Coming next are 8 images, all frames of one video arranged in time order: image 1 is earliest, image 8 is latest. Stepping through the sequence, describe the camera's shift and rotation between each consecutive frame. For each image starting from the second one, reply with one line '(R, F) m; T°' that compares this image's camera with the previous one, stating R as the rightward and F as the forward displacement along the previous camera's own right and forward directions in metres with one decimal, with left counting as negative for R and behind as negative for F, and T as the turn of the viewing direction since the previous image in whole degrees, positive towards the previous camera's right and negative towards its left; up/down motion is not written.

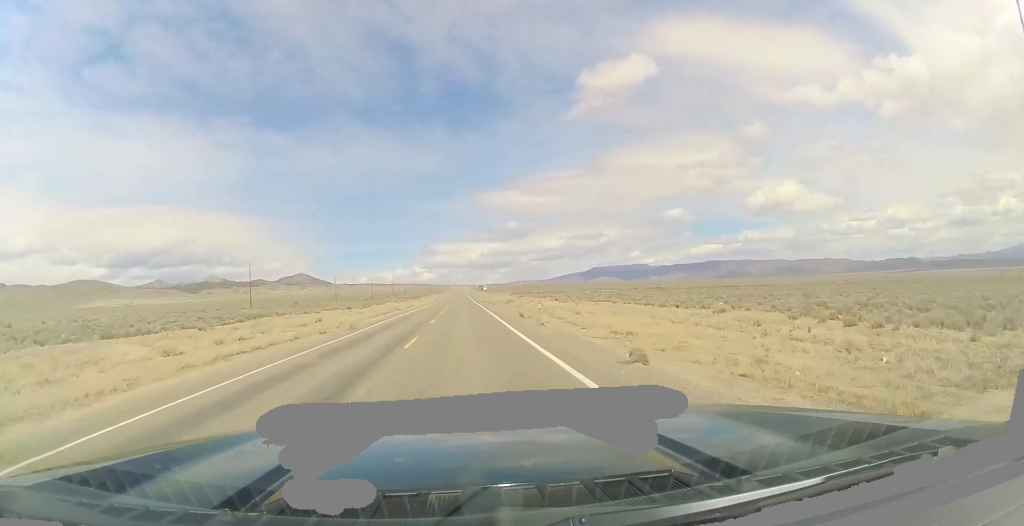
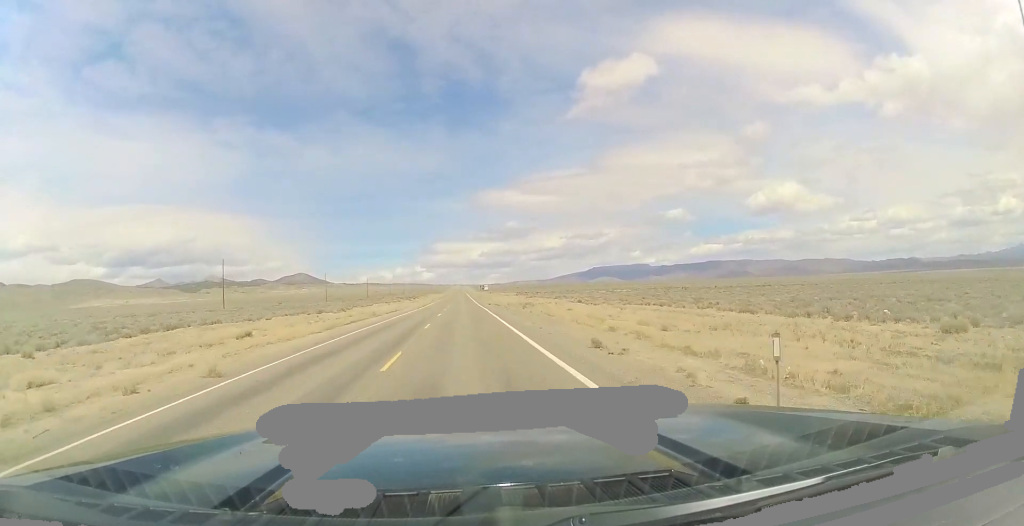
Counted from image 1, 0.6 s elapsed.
(+0.2, +18.7) m; 0°
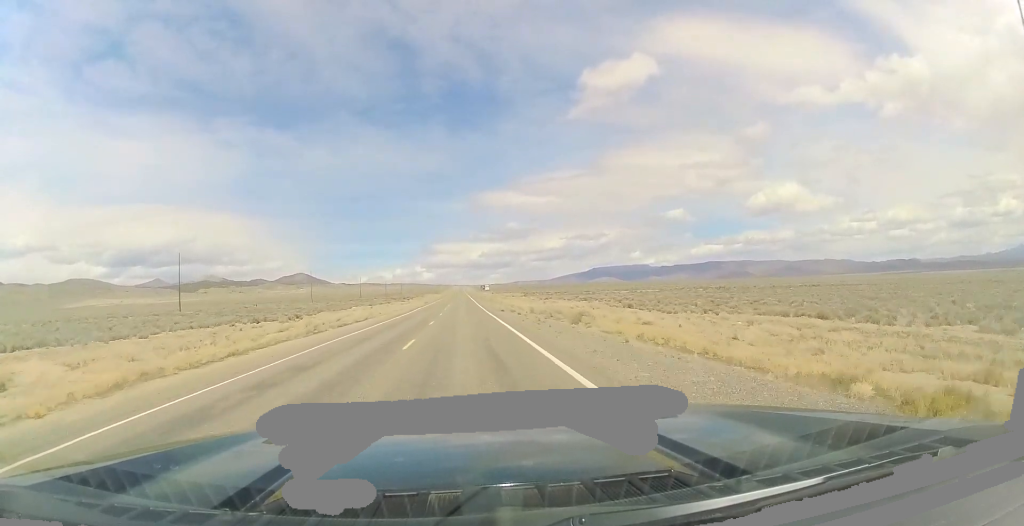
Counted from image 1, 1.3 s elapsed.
(-0.4, +23.0) m; 0°
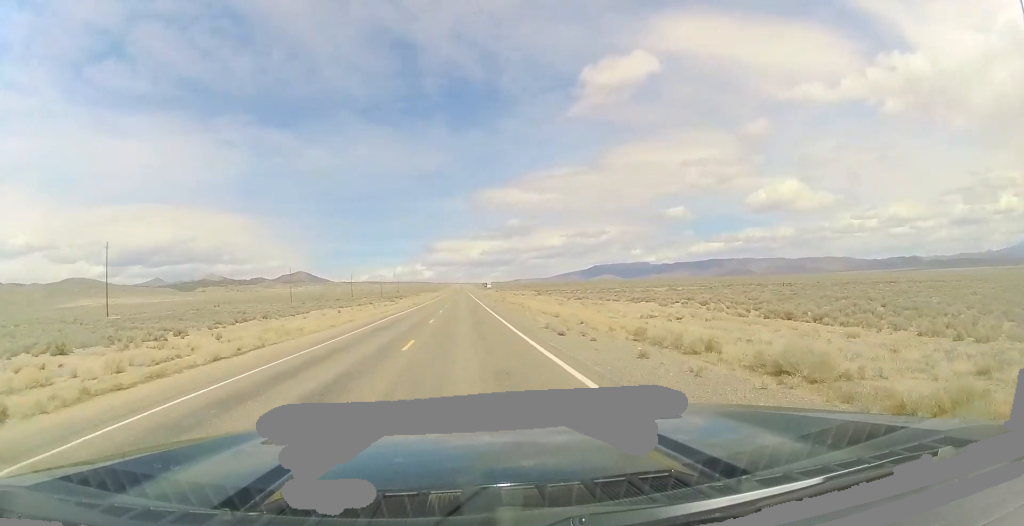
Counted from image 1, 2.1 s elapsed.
(+0.1, +27.4) m; 0°
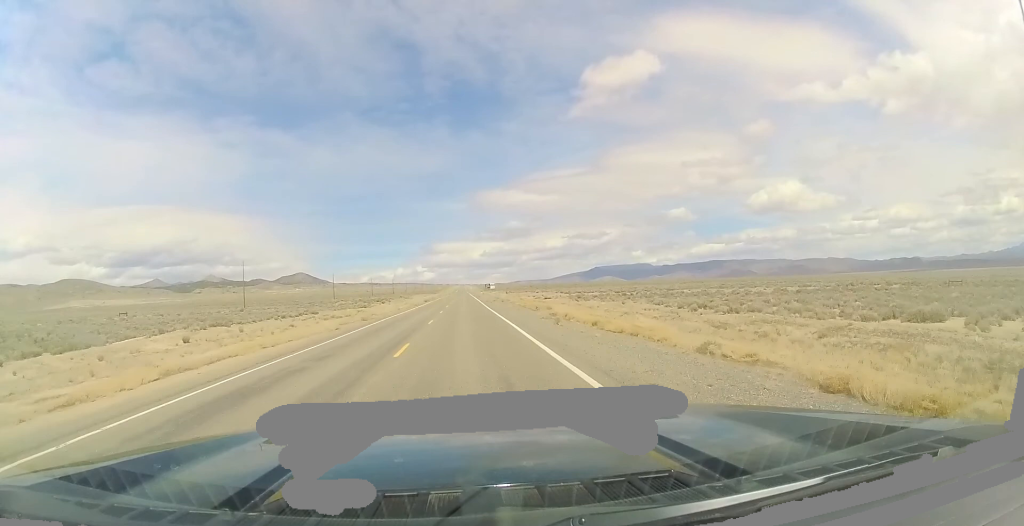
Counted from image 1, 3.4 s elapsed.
(+0.2, +42.7) m; 0°
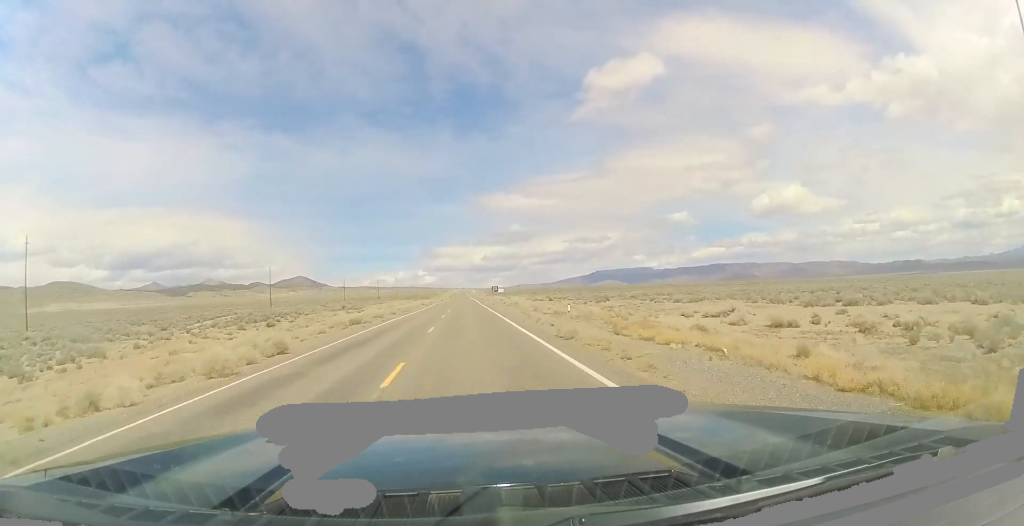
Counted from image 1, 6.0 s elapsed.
(-0.9, +85.8) m; -1°
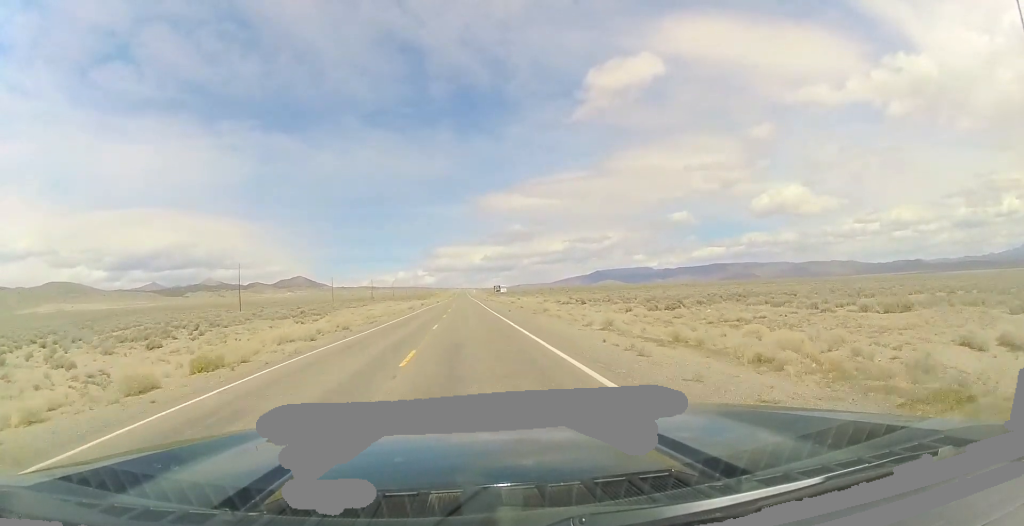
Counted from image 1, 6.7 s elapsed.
(0.0, +24.2) m; 0°
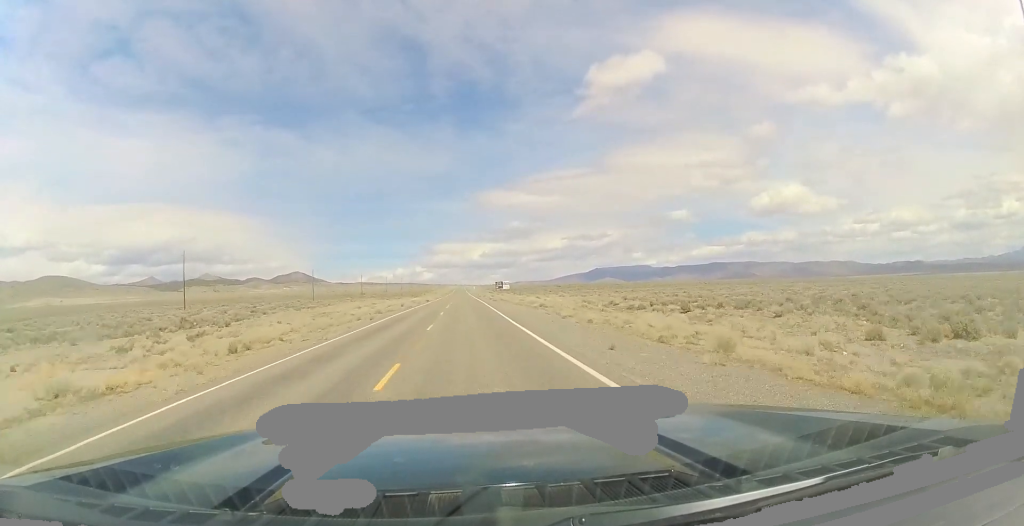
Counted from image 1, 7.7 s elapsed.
(+0.1, +30.9) m; 0°
